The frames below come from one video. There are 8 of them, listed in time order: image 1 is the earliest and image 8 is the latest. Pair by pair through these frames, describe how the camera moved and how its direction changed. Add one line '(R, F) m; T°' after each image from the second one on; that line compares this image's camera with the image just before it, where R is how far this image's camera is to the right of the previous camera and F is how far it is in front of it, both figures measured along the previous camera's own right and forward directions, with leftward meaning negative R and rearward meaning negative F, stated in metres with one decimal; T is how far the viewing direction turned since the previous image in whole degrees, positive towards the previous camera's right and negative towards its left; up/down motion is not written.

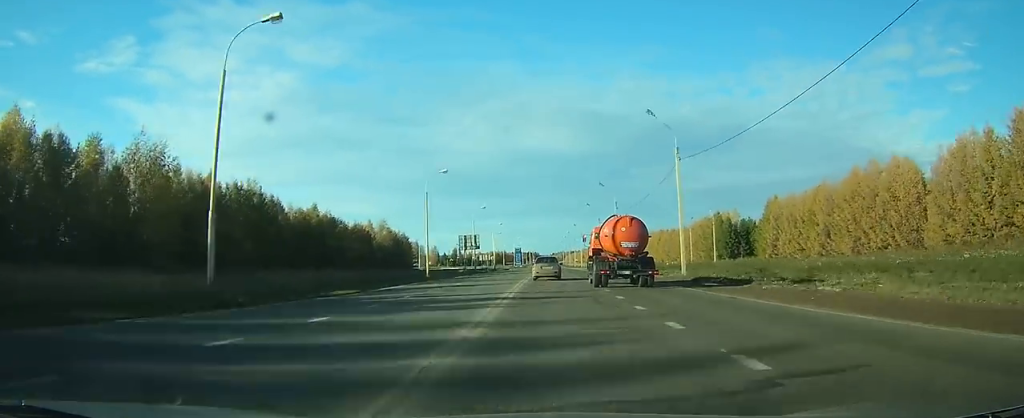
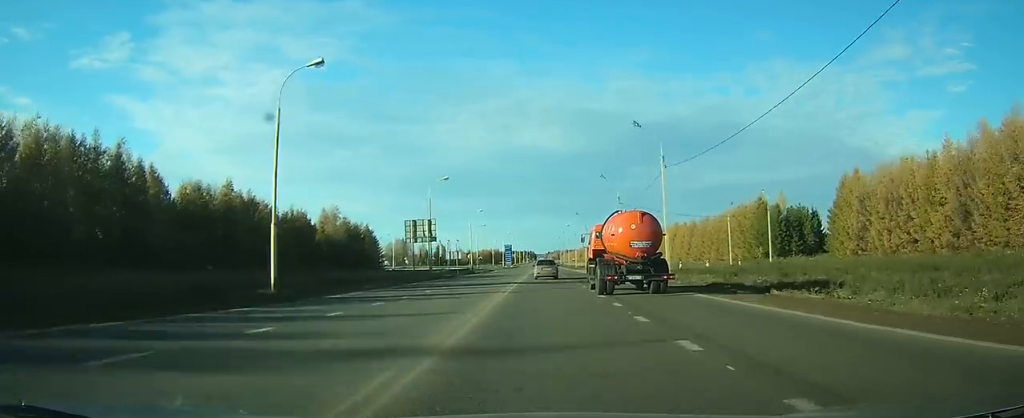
(+0.1, +30.2) m; 0°
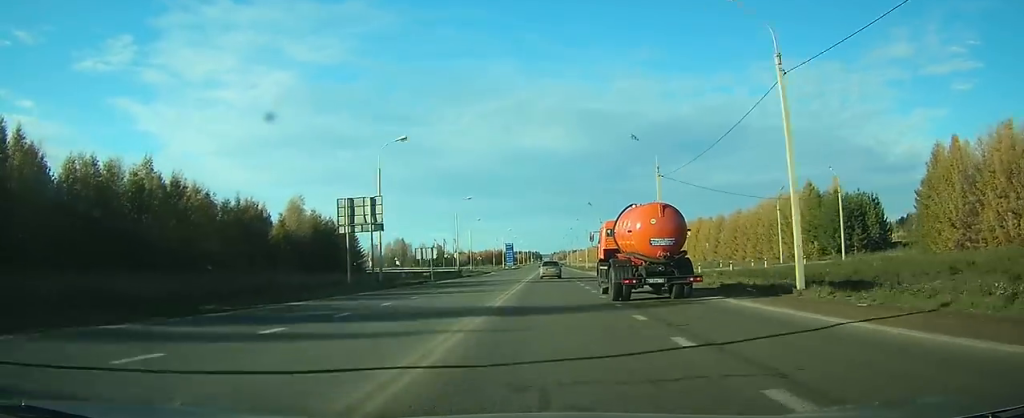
(0.0, +19.6) m; 0°
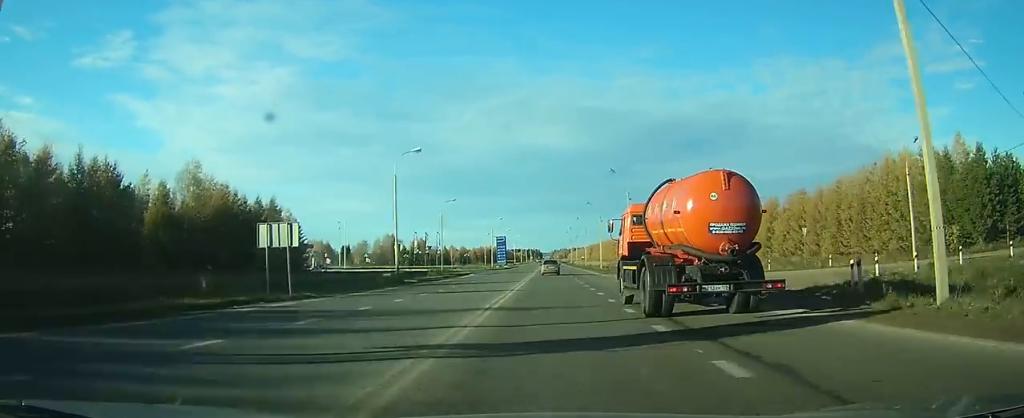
(-0.1, +30.6) m; 0°
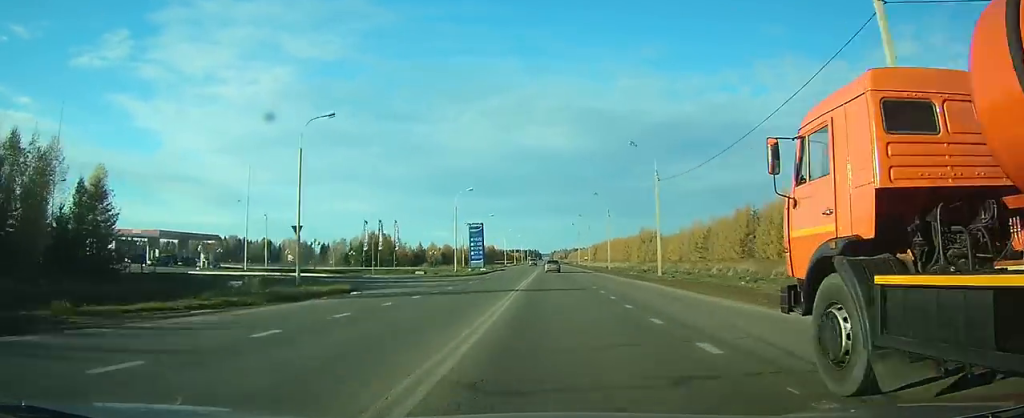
(+0.1, +45.8) m; 0°
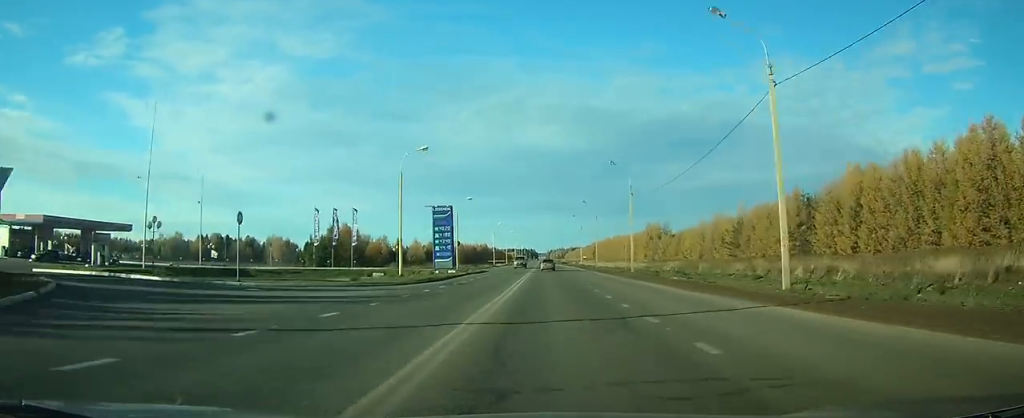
(0.0, +24.0) m; 0°
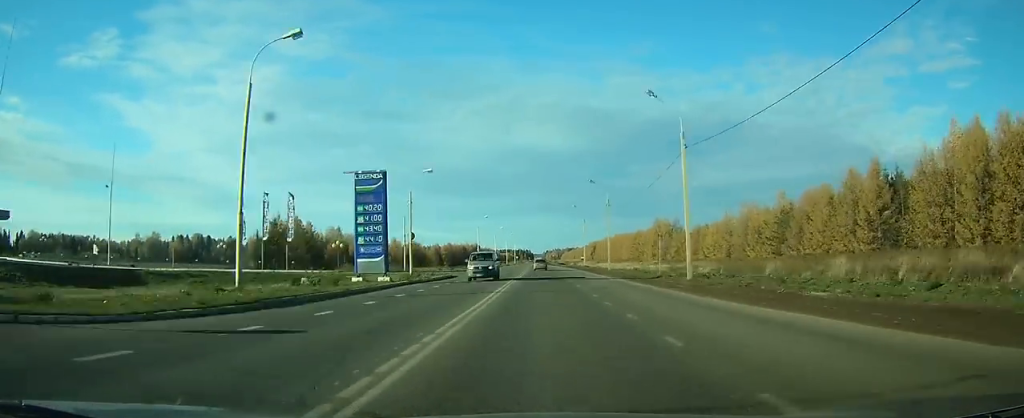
(0.0, +22.7) m; 0°
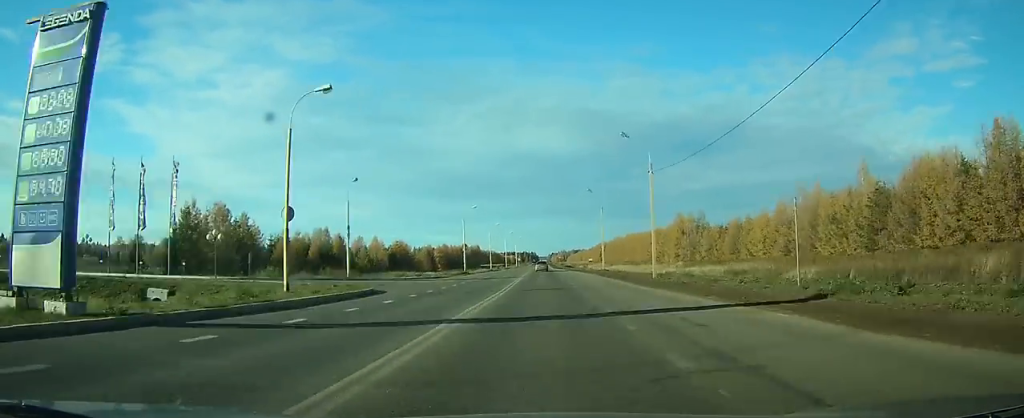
(0.0, +25.0) m; 0°
